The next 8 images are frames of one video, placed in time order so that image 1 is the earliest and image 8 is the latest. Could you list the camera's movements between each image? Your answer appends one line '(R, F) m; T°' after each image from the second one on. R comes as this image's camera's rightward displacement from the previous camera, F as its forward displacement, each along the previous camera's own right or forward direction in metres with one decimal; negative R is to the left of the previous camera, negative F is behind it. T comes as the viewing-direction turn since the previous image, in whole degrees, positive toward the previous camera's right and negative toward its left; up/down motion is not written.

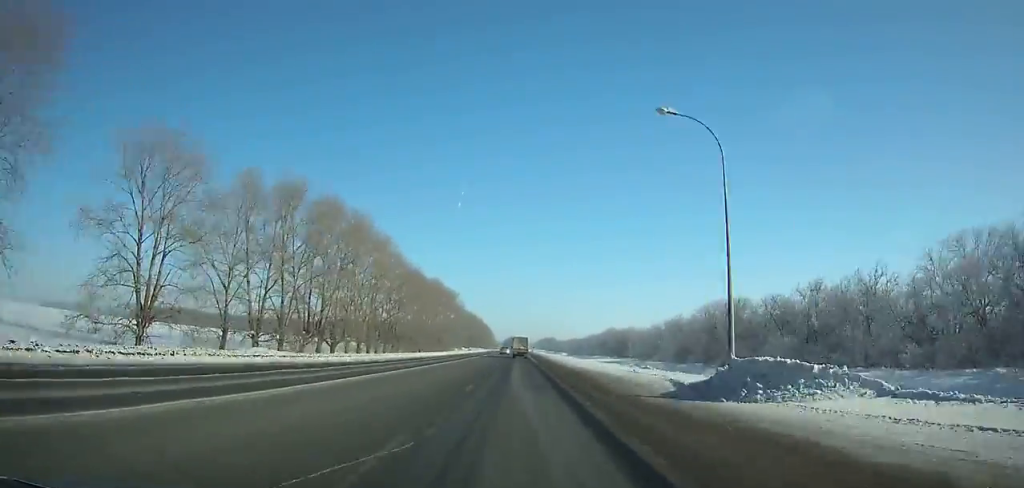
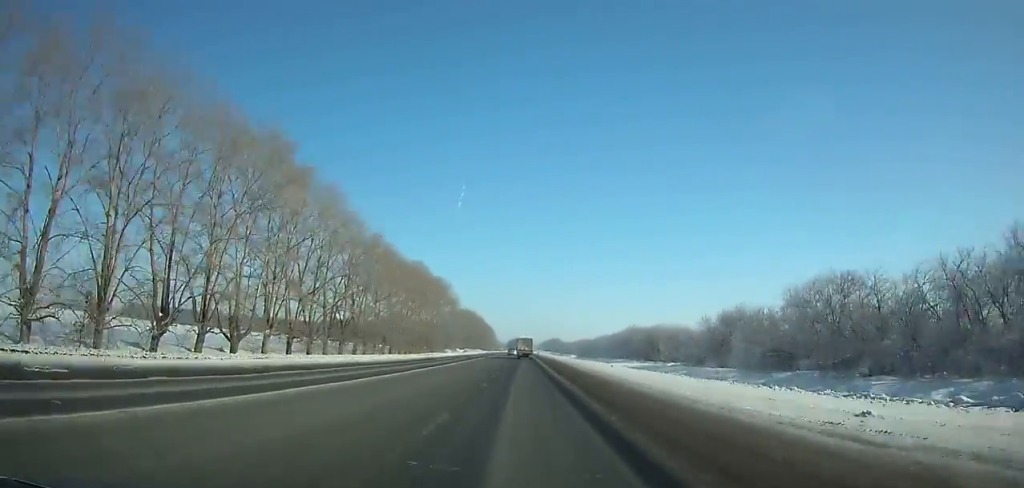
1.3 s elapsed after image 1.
(0.0, +32.2) m; 0°
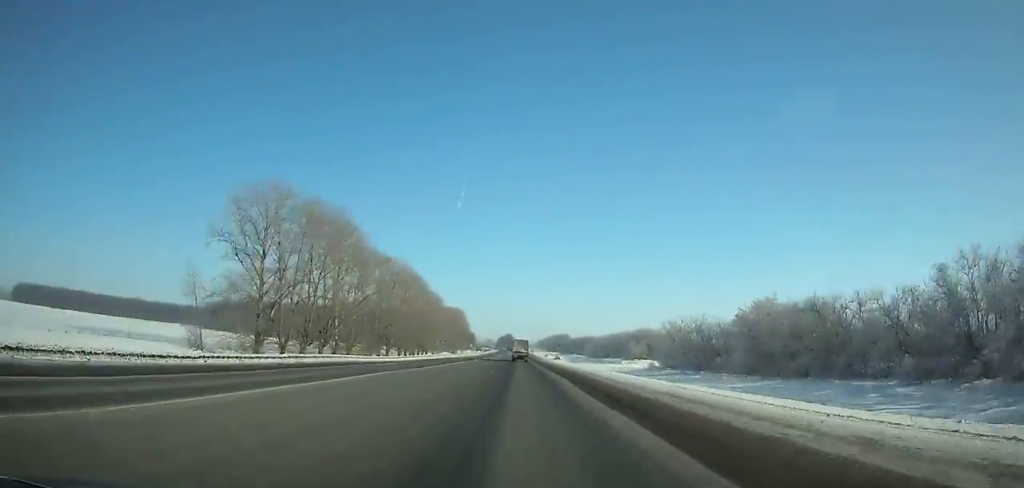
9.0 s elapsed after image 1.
(+0.3, +192.5) m; 0°
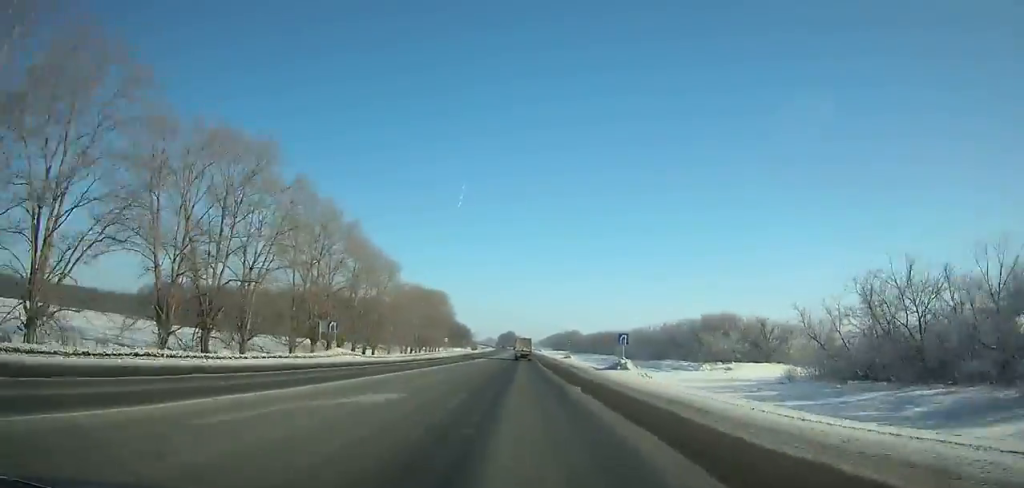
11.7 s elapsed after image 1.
(+0.2, +68.2) m; 0°
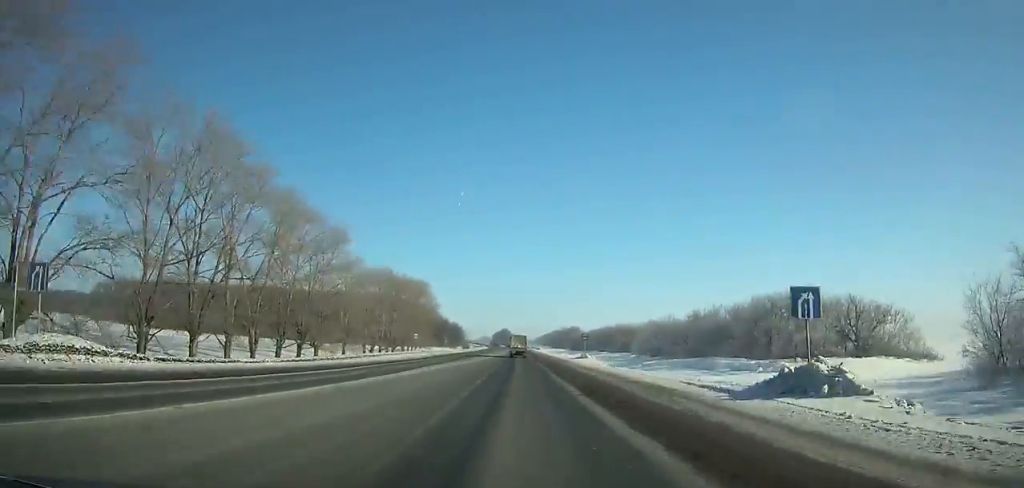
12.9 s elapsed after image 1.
(0.0, +30.4) m; 0°
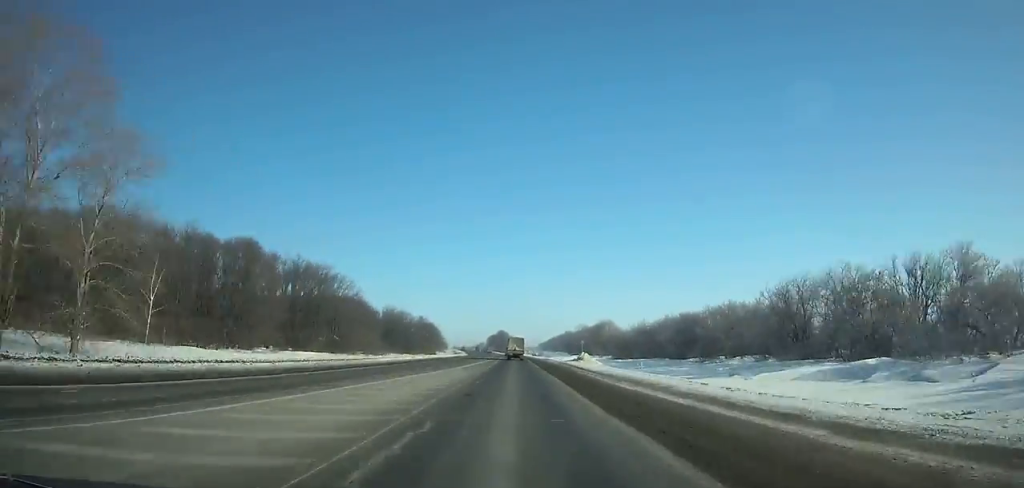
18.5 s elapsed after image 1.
(+0.3, +142.9) m; 0°
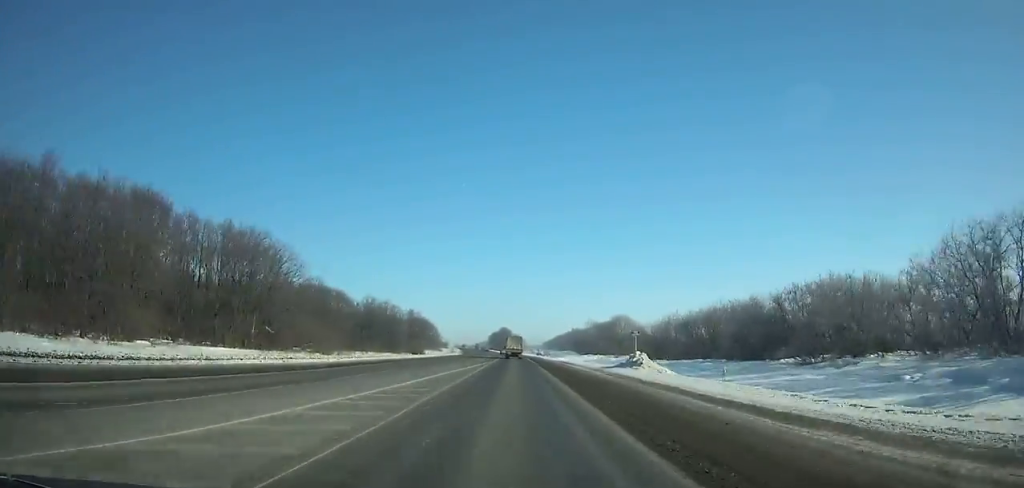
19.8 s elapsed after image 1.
(-0.2, +33.3) m; -1°
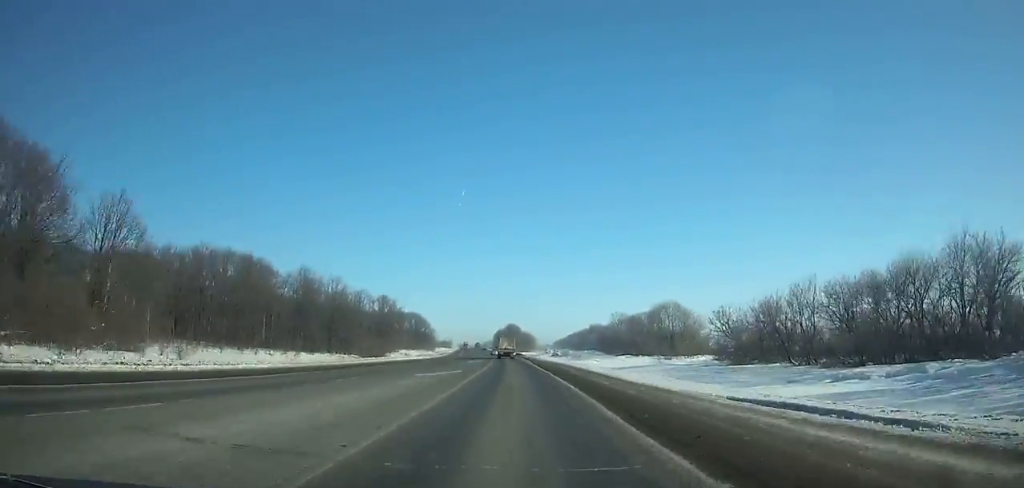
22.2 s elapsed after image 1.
(-0.5, +61.7) m; -1°
